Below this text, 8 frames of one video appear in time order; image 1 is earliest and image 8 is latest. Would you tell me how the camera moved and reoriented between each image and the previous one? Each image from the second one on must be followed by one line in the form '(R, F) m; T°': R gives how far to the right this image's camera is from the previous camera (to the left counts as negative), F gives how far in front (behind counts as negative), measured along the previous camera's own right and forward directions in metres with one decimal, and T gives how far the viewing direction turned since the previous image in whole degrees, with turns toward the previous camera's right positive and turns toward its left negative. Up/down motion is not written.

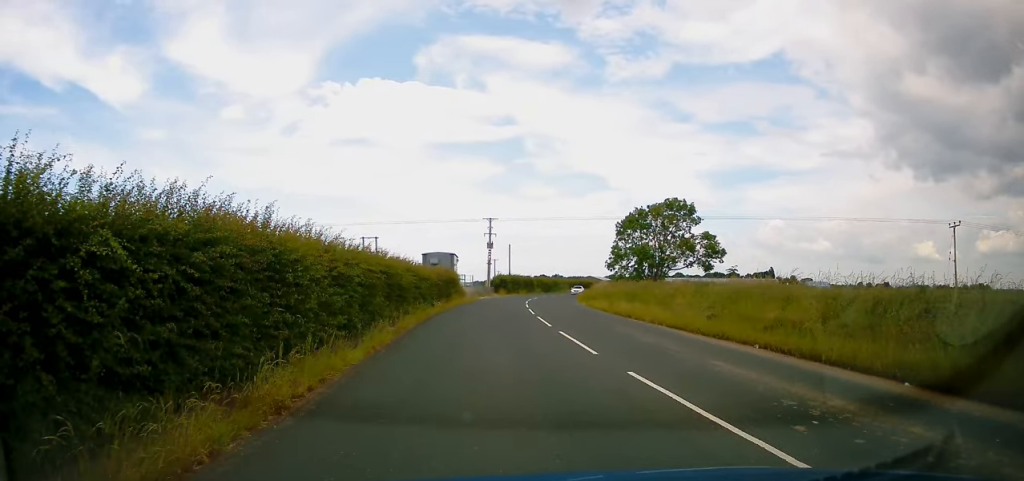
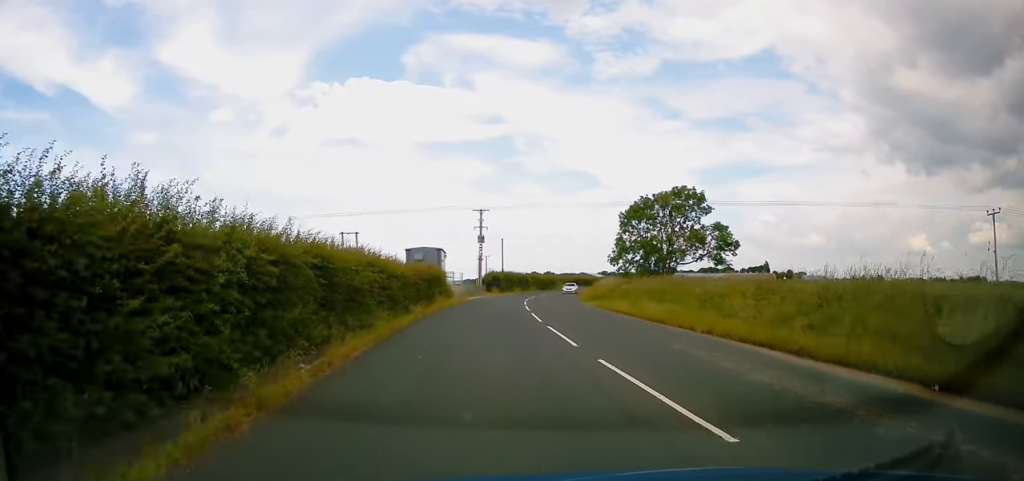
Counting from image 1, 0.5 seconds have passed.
(0.0, +7.6) m; +1°
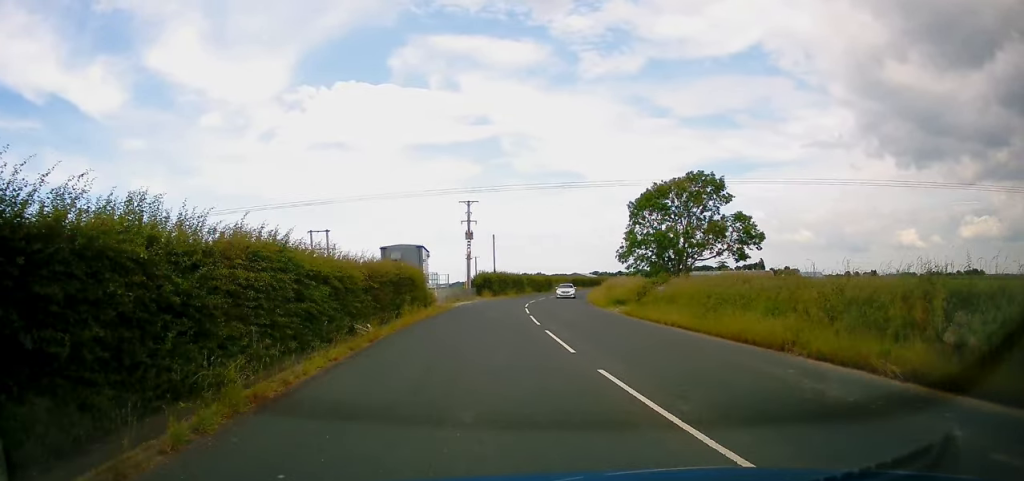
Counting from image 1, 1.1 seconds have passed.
(+0.2, +9.6) m; 0°
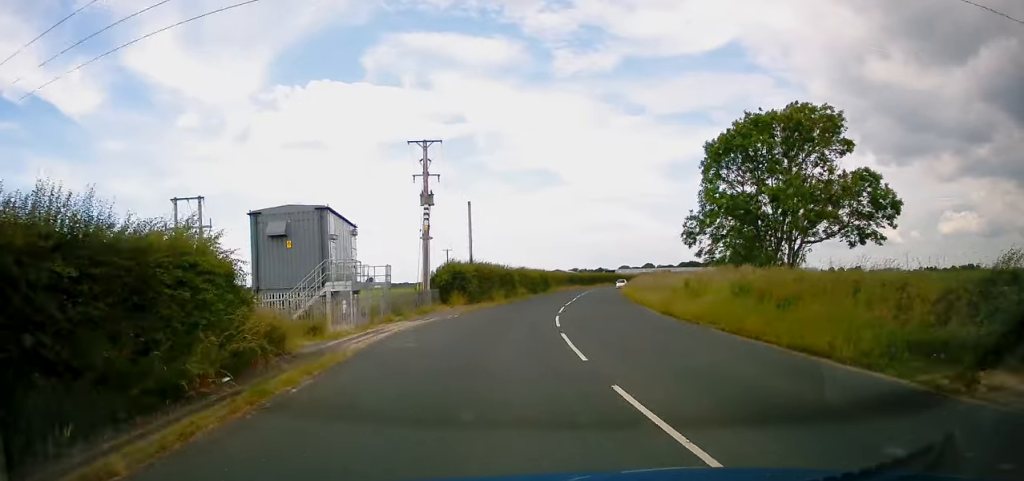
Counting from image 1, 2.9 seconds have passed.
(+0.1, +27.7) m; +2°
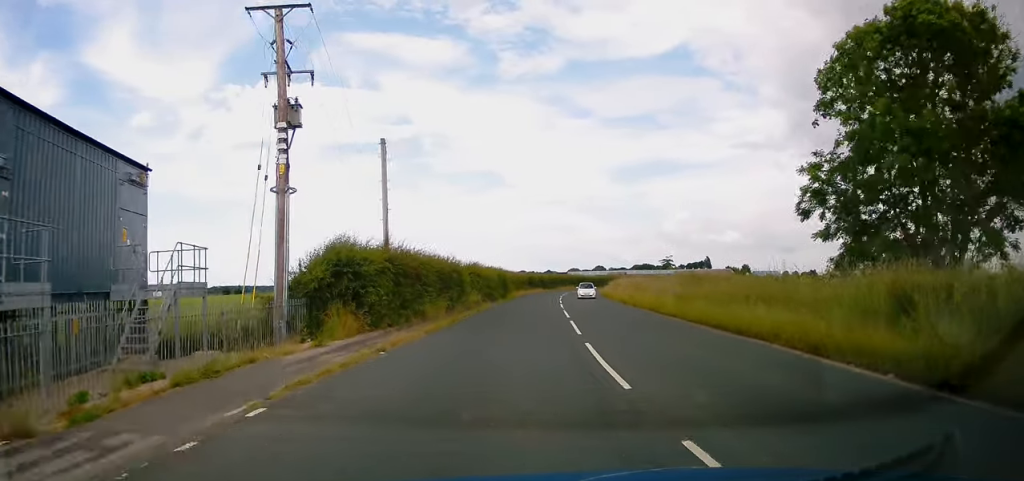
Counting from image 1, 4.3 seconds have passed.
(+0.9, +19.6) m; +5°
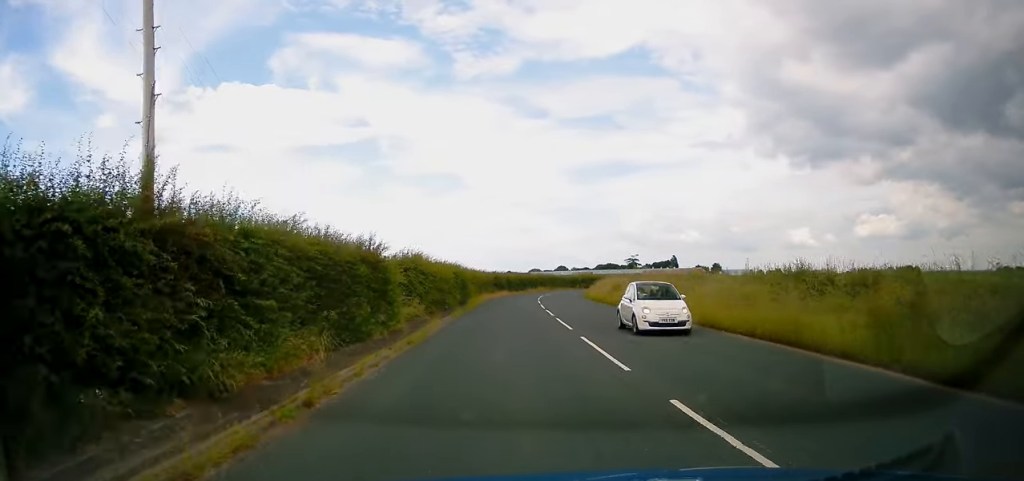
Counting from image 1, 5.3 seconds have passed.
(+0.6, +15.6) m; +4°
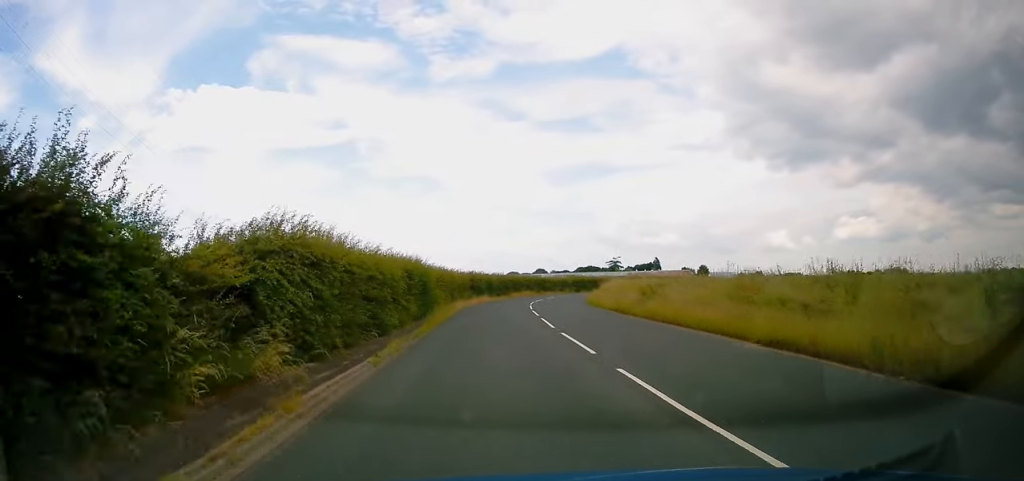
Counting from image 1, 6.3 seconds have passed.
(+0.4, +14.1) m; +2°
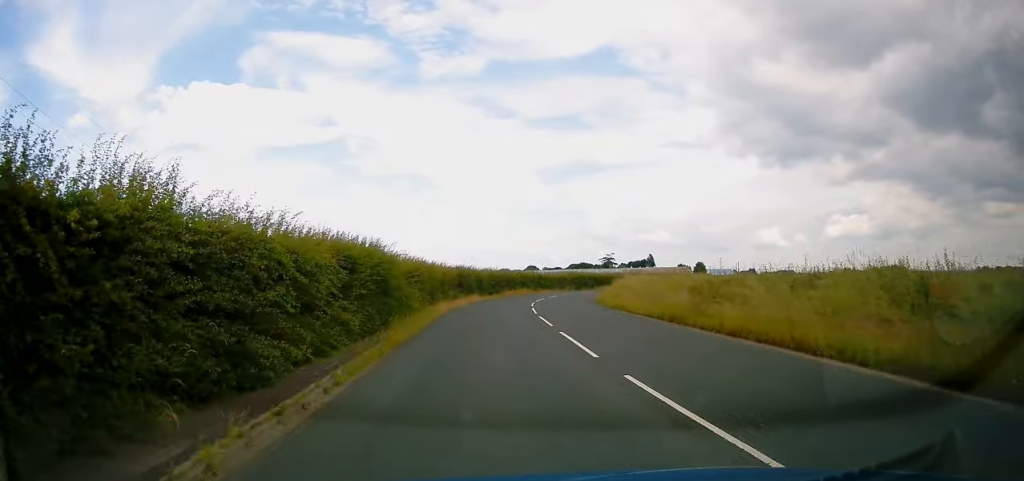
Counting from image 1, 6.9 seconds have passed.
(+0.1, +9.6) m; +1°
